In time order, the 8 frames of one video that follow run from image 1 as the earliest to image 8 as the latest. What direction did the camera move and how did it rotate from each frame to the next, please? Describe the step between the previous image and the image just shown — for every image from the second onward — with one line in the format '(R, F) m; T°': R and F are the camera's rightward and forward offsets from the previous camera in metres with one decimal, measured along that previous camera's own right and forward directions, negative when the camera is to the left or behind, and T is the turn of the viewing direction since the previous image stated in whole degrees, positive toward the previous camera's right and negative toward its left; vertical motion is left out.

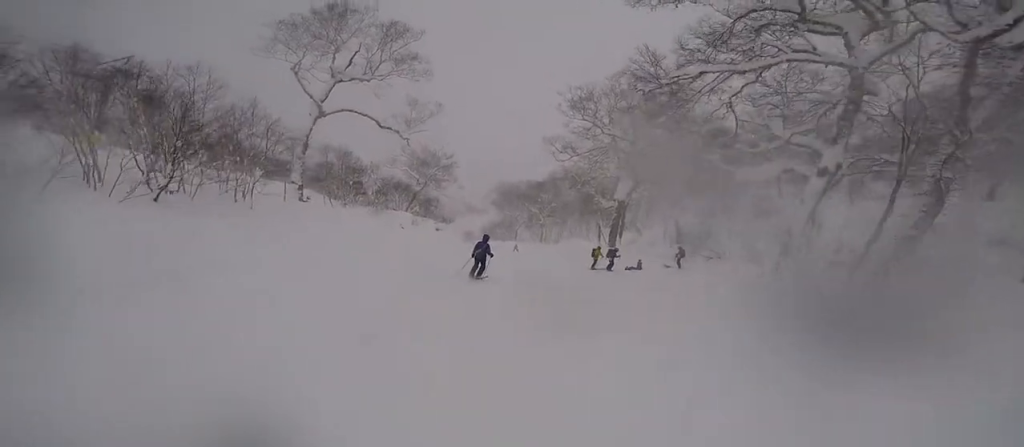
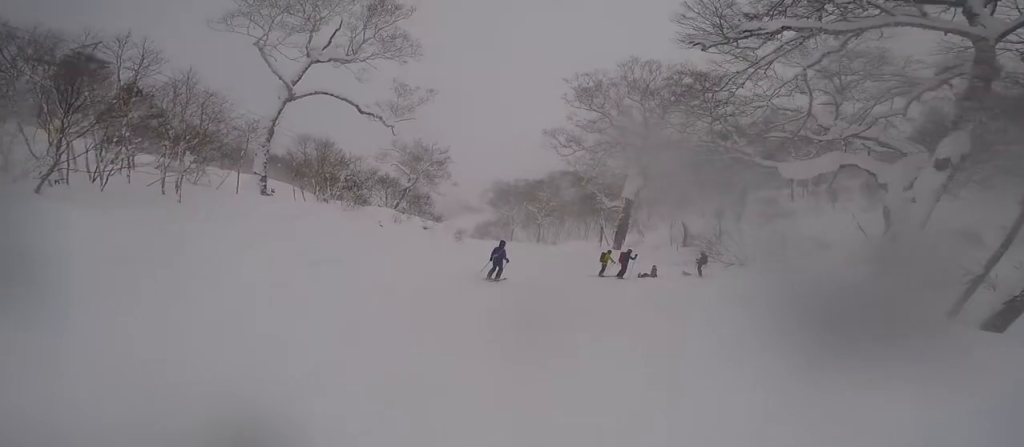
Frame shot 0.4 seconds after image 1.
(0.0, +3.3) m; 0°
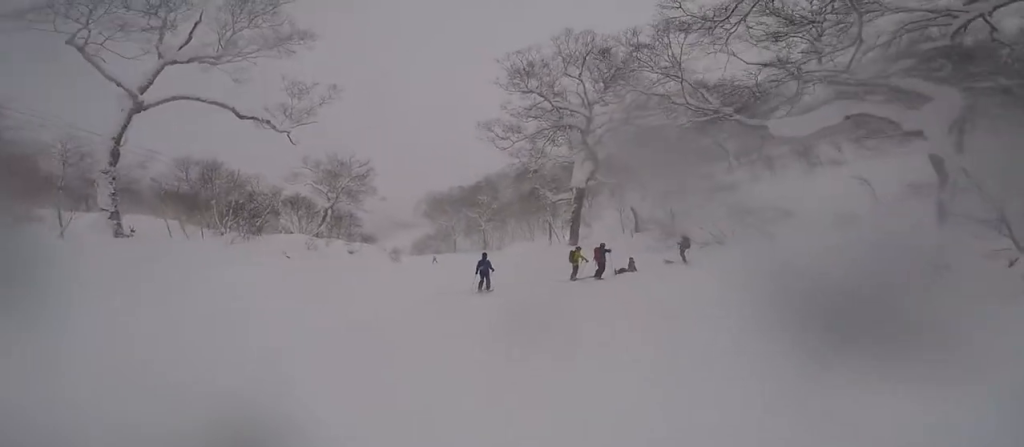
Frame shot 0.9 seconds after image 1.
(0.0, +4.1) m; 0°
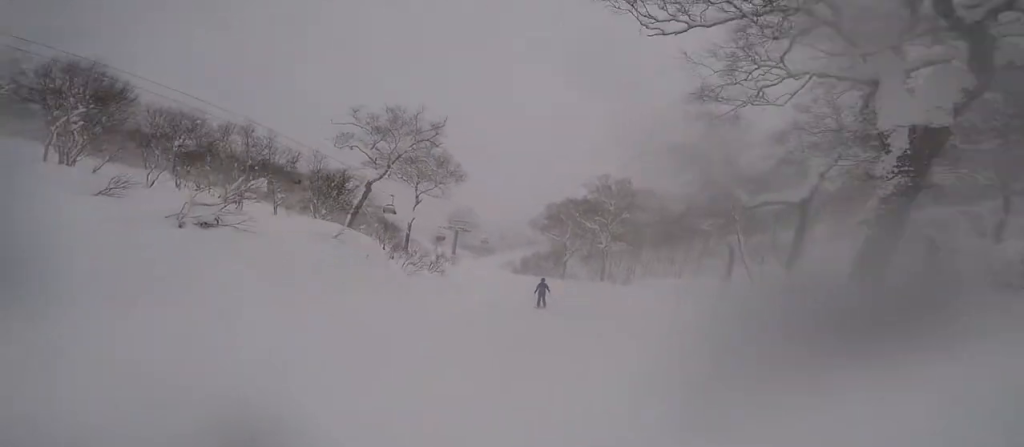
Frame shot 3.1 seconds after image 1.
(0.0, +18.8) m; 0°
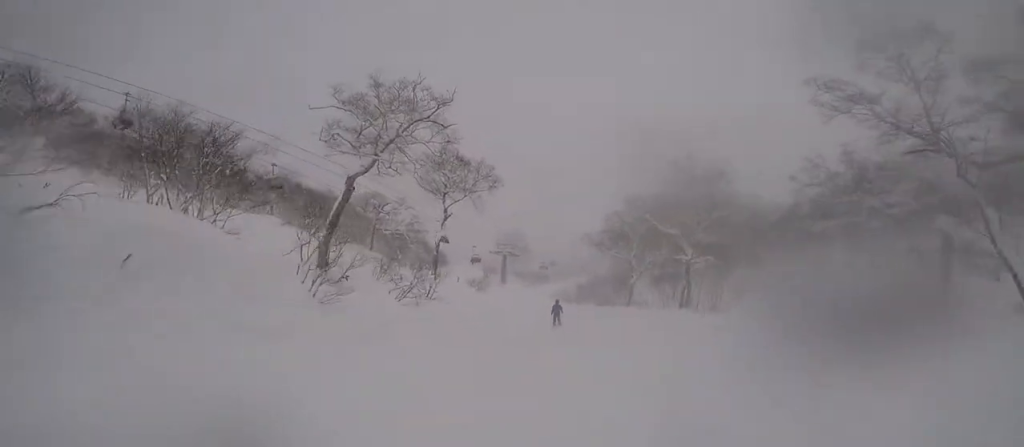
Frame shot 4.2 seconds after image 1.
(-0.1, +10.0) m; -7°
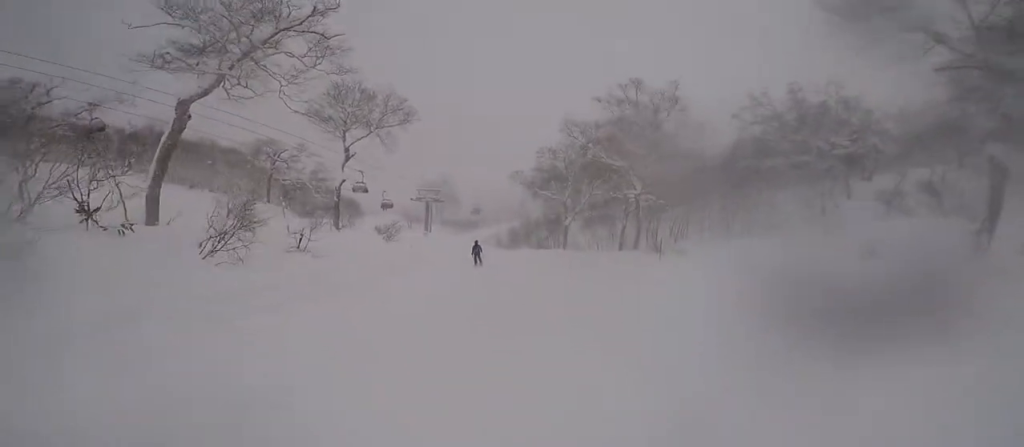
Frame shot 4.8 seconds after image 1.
(-0.1, +4.9) m; -4°
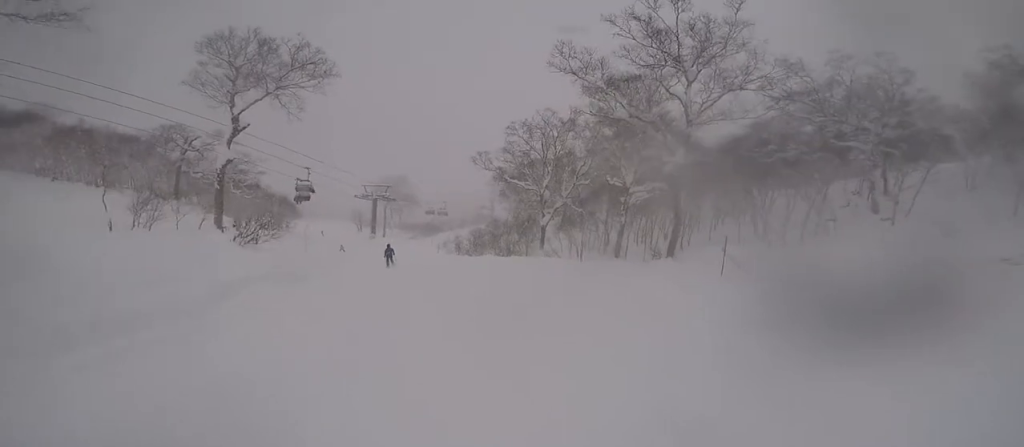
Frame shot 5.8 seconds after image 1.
(-1.1, +9.7) m; -6°
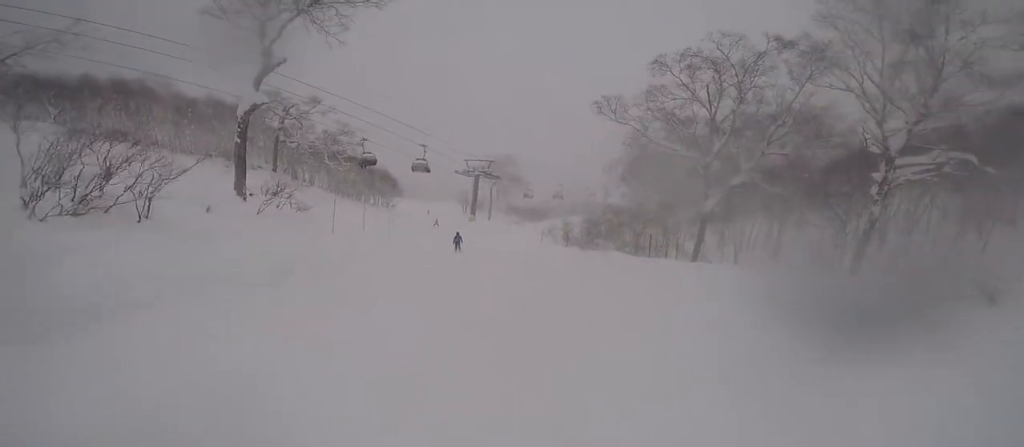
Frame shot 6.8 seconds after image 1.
(0.0, +10.2) m; -5°
